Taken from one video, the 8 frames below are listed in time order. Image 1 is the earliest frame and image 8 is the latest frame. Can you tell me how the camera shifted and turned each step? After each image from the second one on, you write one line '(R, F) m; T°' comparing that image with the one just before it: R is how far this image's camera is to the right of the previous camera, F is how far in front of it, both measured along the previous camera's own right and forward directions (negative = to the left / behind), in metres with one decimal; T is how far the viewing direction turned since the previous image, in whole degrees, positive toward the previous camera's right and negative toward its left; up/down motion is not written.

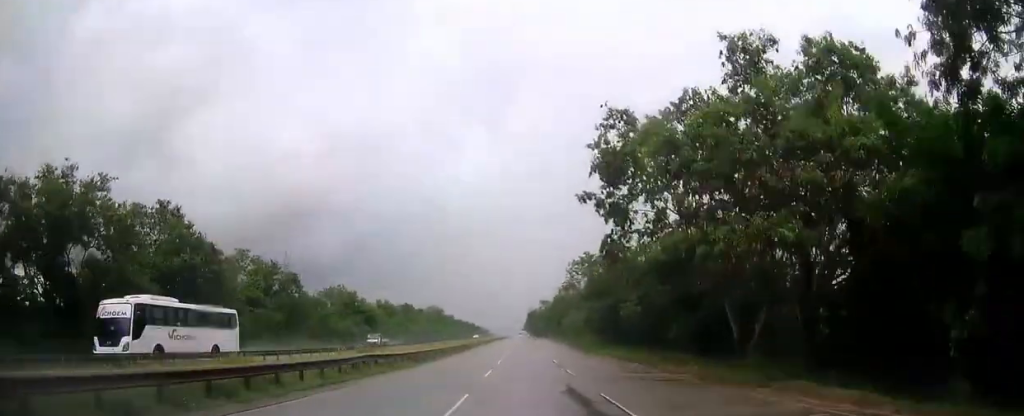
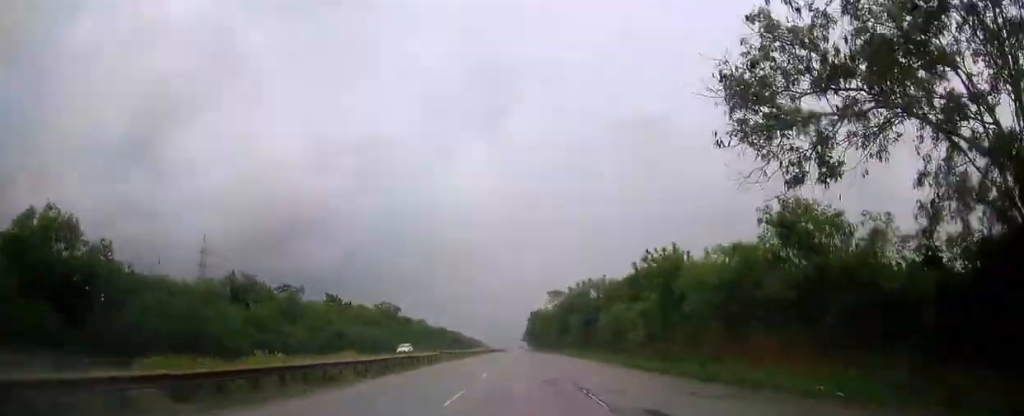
(-0.1, +74.8) m; 0°
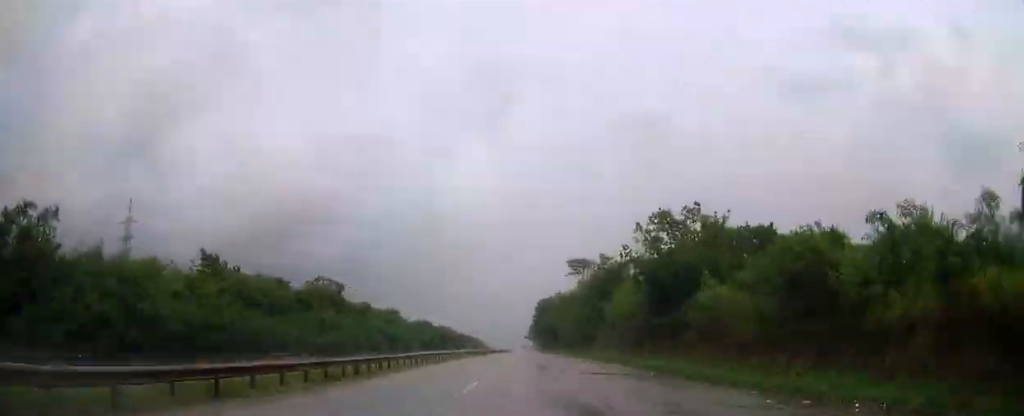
(+0.1, +47.8) m; 0°
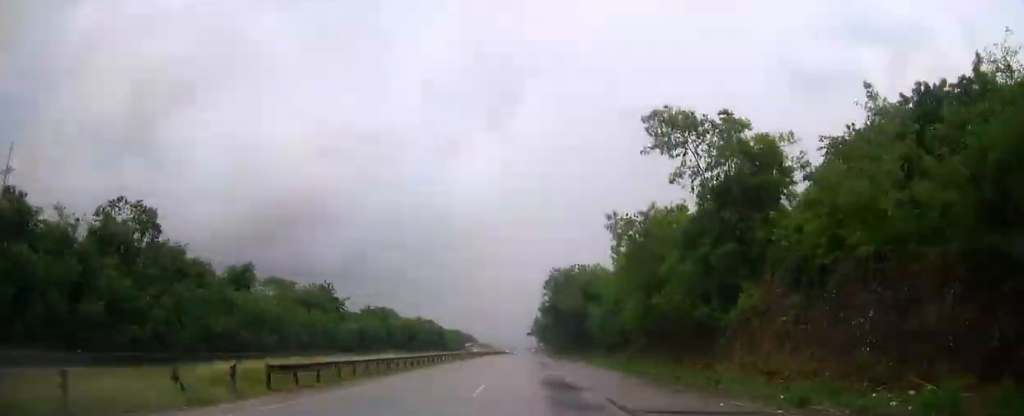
(0.0, +53.0) m; 0°
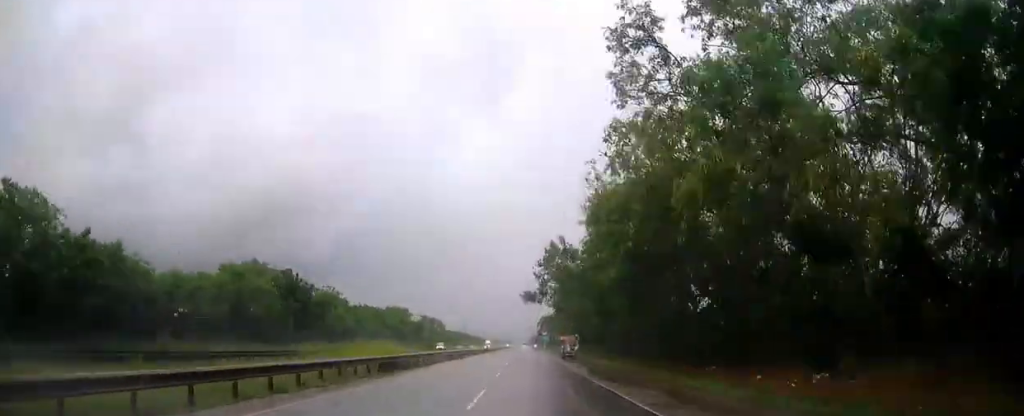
(-0.2, +105.7) m; 0°
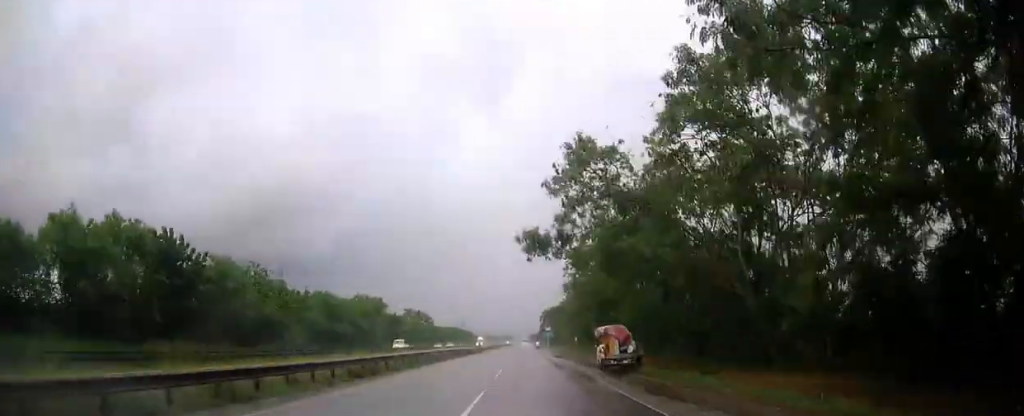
(0.0, +27.7) m; 0°
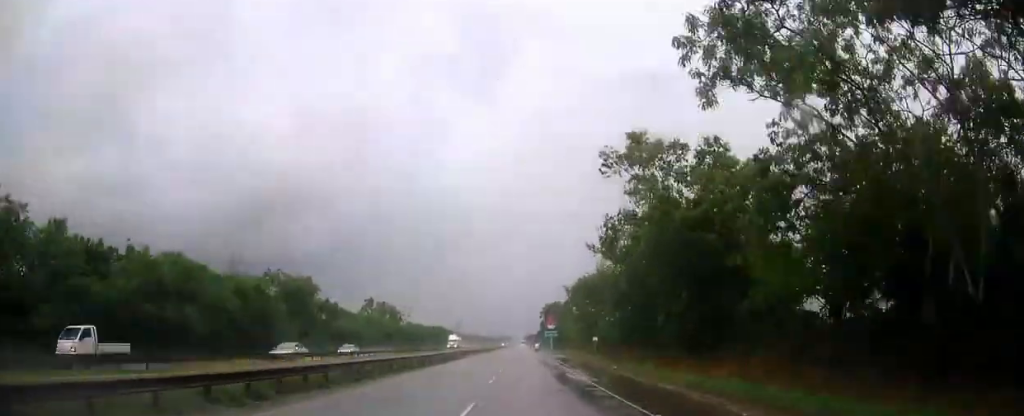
(-0.1, +40.6) m; 0°
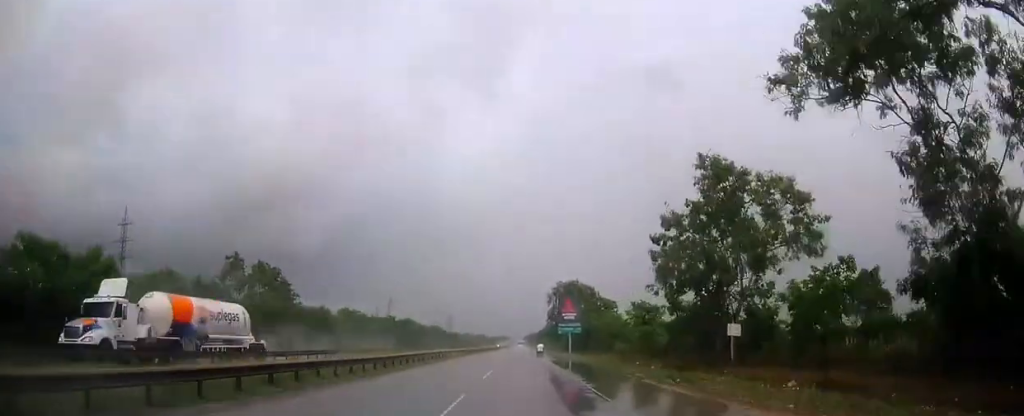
(+0.4, +64.2) m; 0°
